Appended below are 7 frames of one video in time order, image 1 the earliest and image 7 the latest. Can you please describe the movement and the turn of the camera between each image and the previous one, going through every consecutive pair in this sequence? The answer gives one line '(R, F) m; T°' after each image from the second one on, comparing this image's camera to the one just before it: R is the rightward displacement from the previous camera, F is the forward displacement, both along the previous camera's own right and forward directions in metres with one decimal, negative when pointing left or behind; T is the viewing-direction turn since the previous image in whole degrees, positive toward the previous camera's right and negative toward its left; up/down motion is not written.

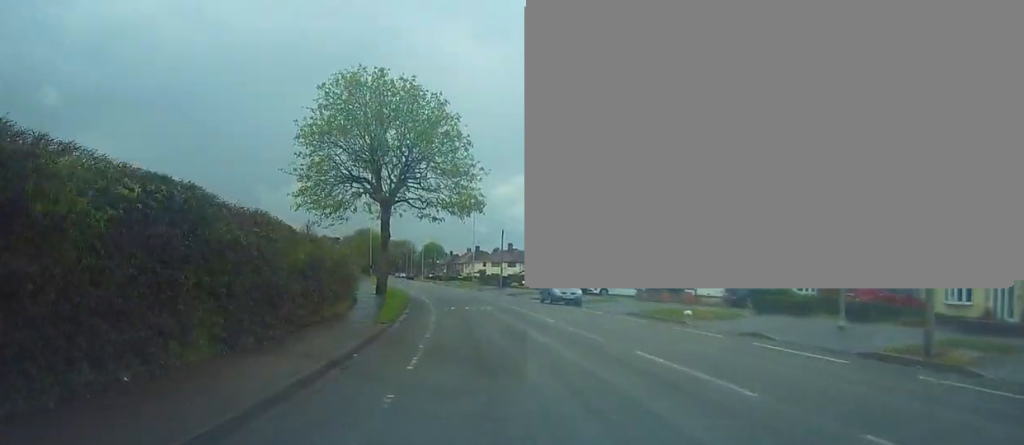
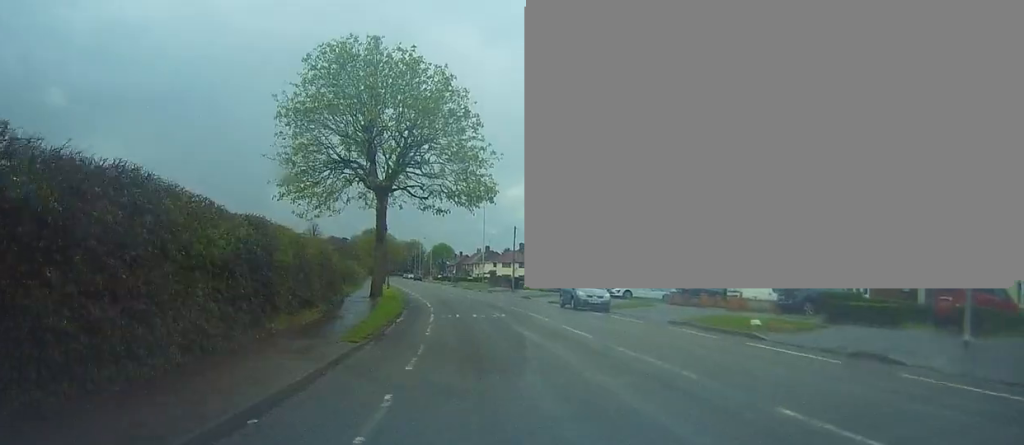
(0.0, +5.4) m; -1°
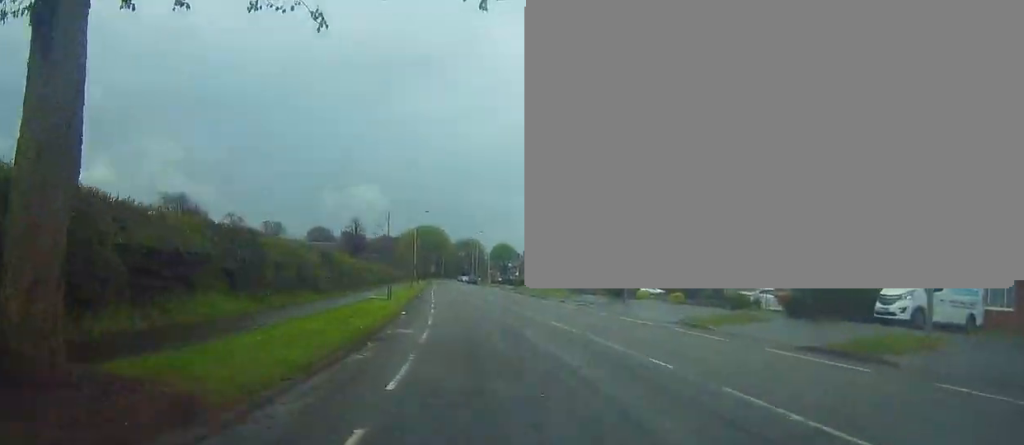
(-1.7, +30.1) m; -6°
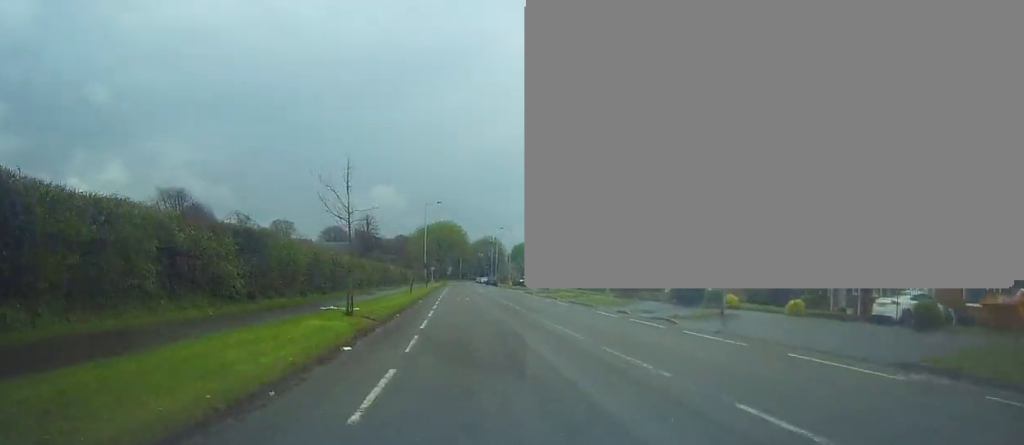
(-0.1, +13.0) m; -1°
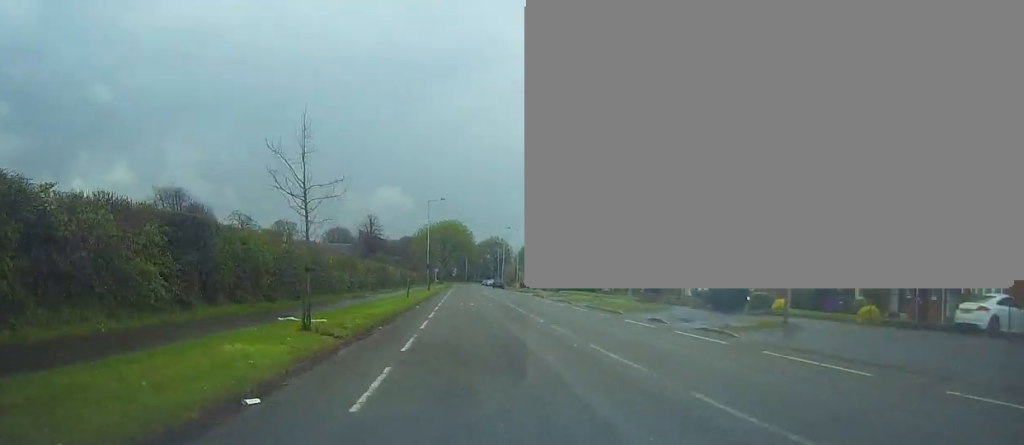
(+0.2, +5.1) m; -1°
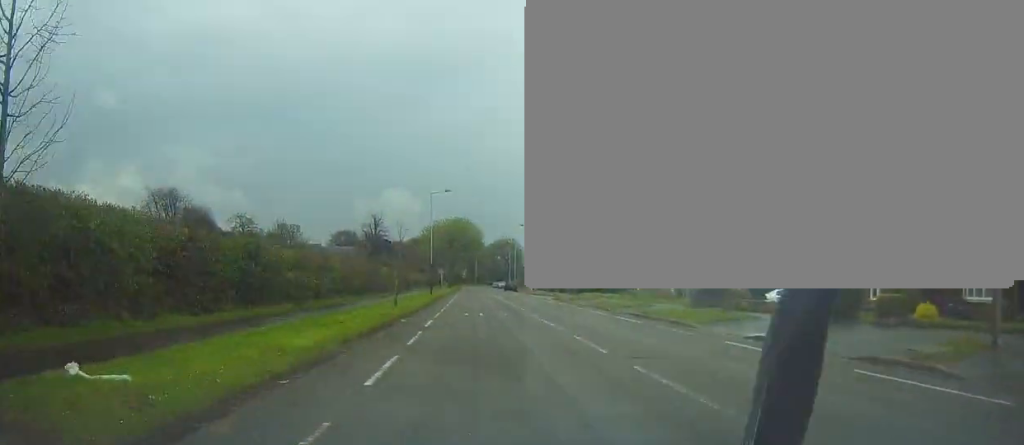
(-0.3, +9.4) m; -1°
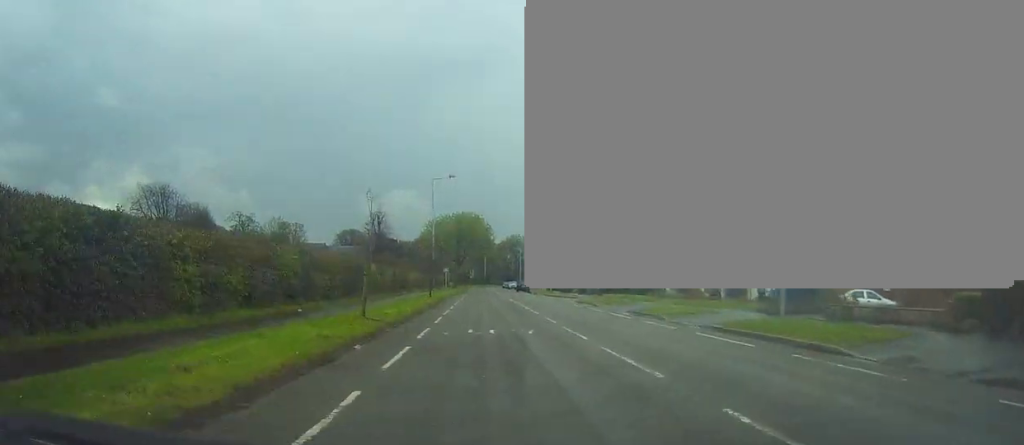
(-0.1, +9.3) m; -1°
